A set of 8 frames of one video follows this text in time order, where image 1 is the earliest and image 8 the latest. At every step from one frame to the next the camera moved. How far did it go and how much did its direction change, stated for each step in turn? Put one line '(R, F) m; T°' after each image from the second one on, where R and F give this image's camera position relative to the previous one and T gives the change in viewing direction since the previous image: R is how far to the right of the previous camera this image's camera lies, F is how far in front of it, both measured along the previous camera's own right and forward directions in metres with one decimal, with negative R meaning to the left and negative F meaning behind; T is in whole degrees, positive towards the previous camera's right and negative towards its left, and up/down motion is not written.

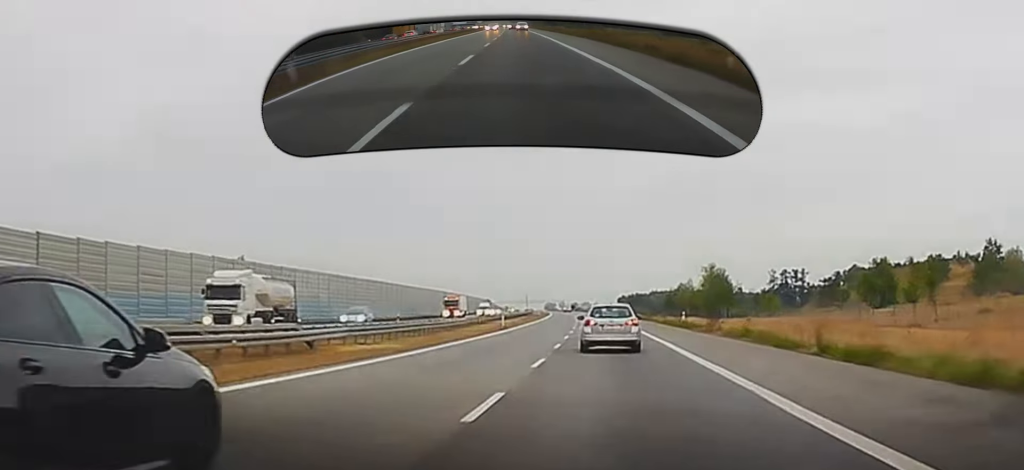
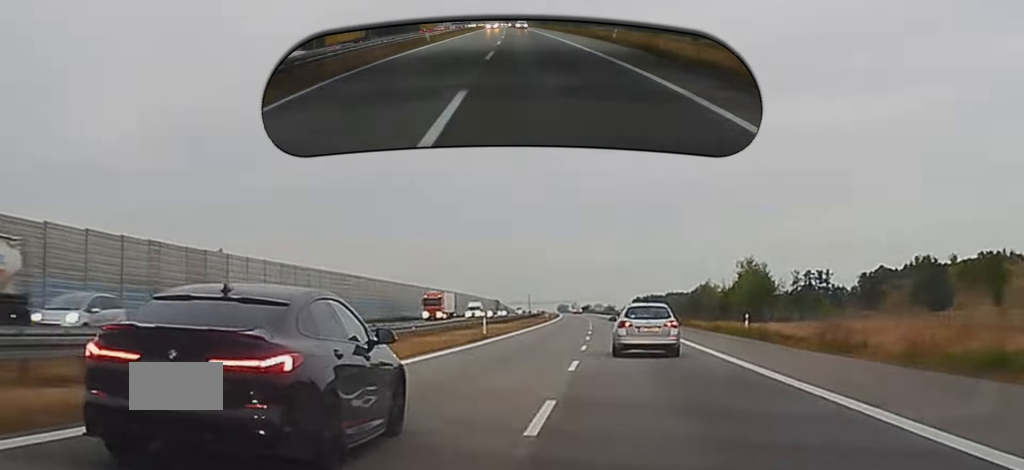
(-0.2, +25.4) m; -1°
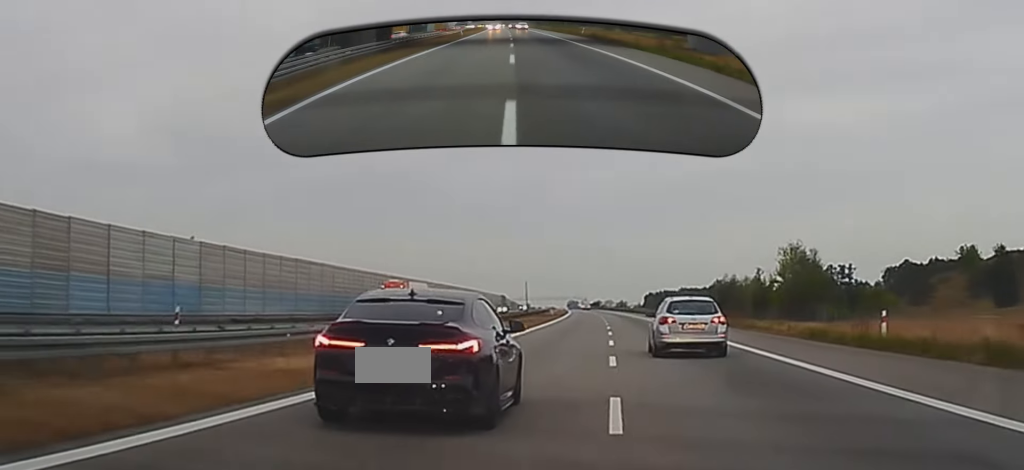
(-0.2, +23.2) m; 0°
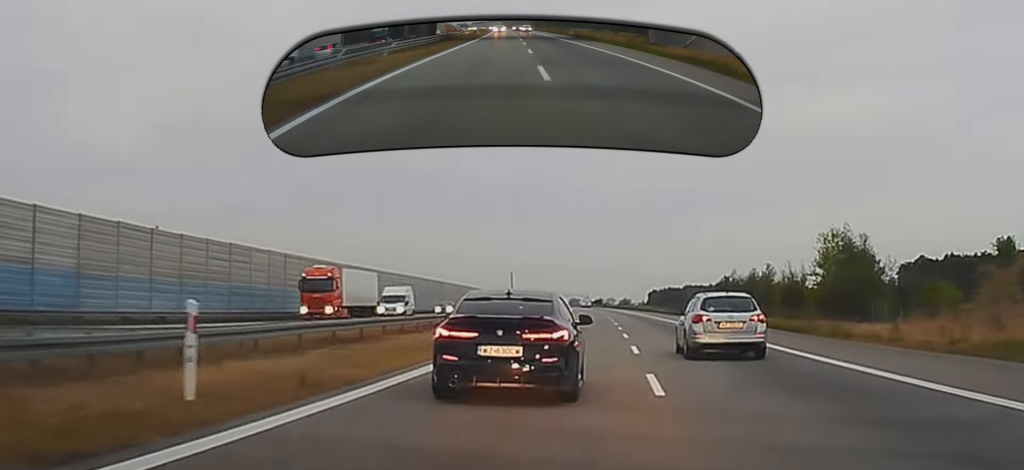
(-0.2, +19.4) m; 0°
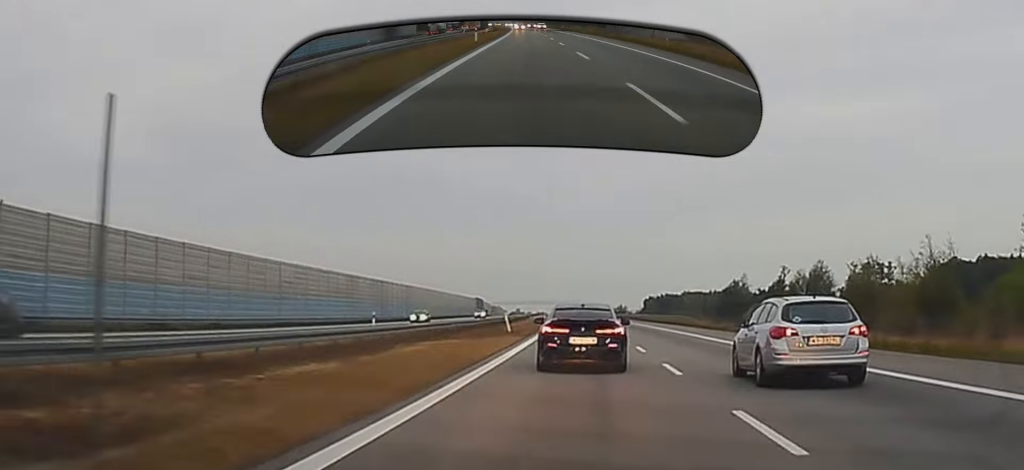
(+0.4, +54.2) m; 0°
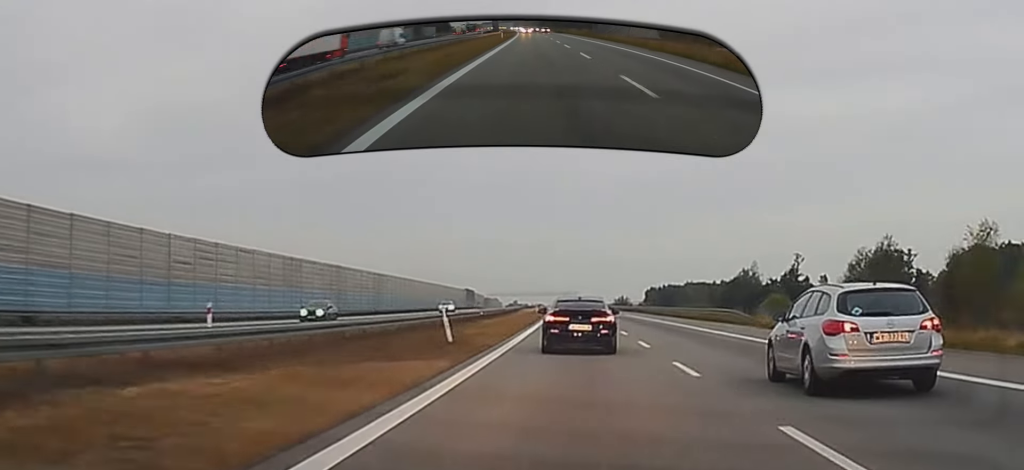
(0.0, +27.1) m; 0°
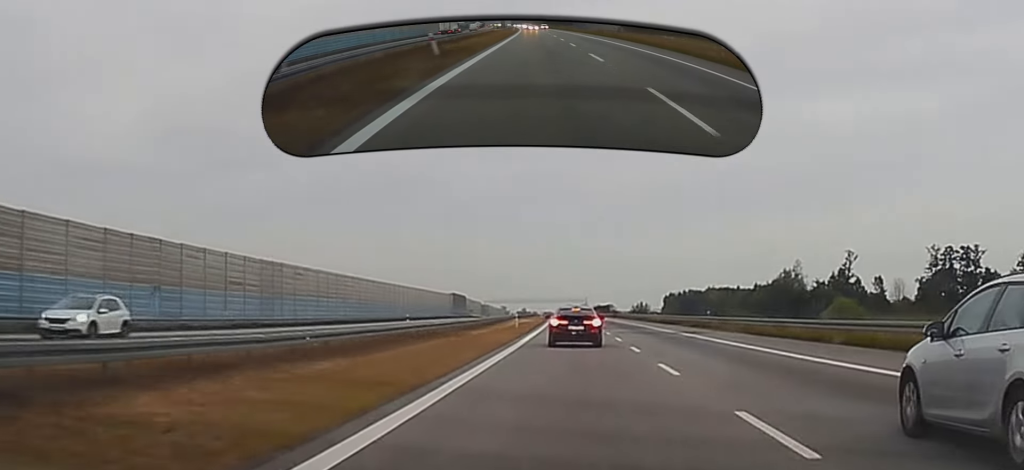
(-0.1, +56.7) m; 0°
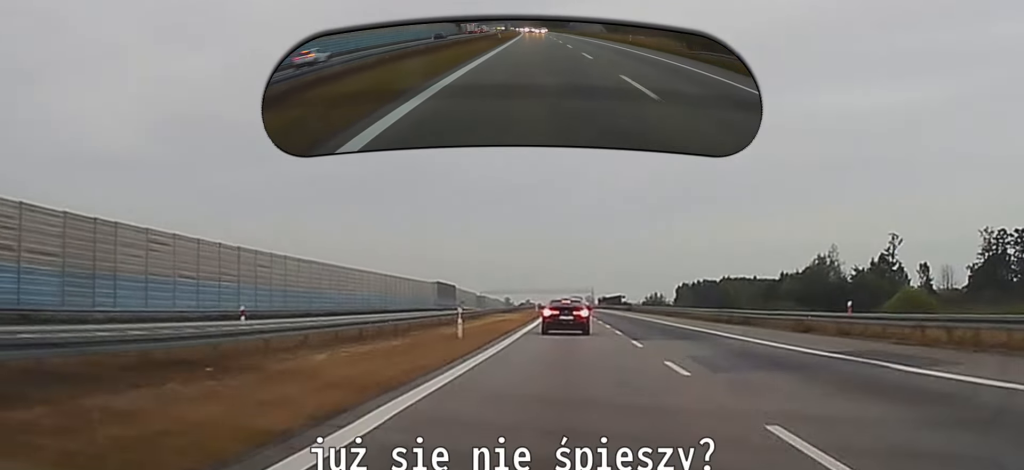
(-0.2, +38.8) m; 0°
